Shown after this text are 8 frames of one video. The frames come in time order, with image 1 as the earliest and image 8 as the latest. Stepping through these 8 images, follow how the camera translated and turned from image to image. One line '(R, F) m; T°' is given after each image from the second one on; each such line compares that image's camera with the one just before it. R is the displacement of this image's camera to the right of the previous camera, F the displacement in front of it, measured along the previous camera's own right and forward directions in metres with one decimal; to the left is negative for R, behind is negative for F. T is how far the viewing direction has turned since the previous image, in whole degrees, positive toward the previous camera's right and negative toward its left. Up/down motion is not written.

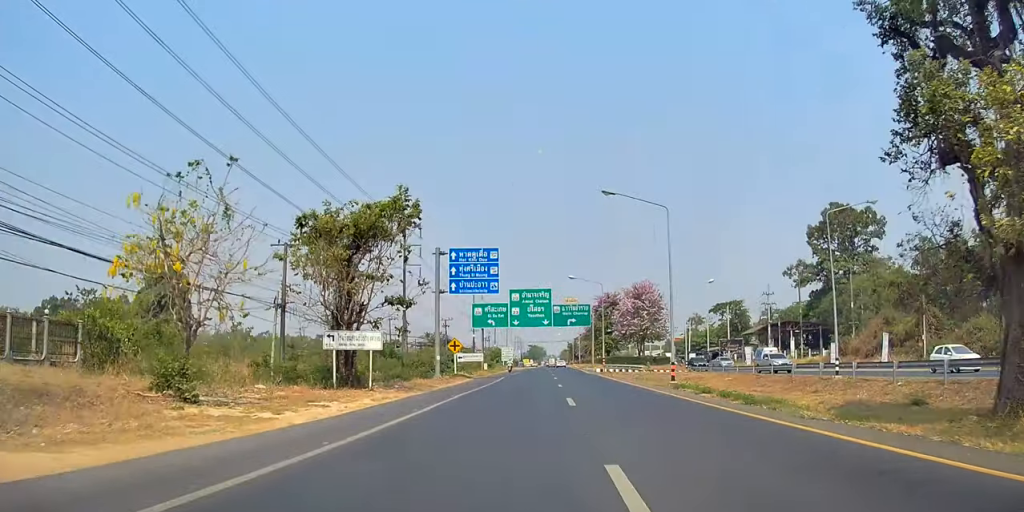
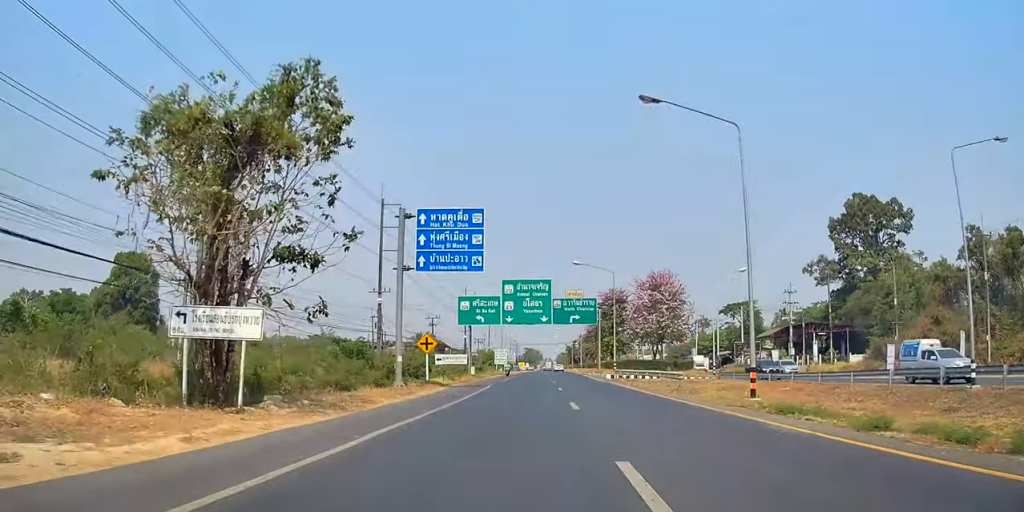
(-0.4, +12.0) m; -1°
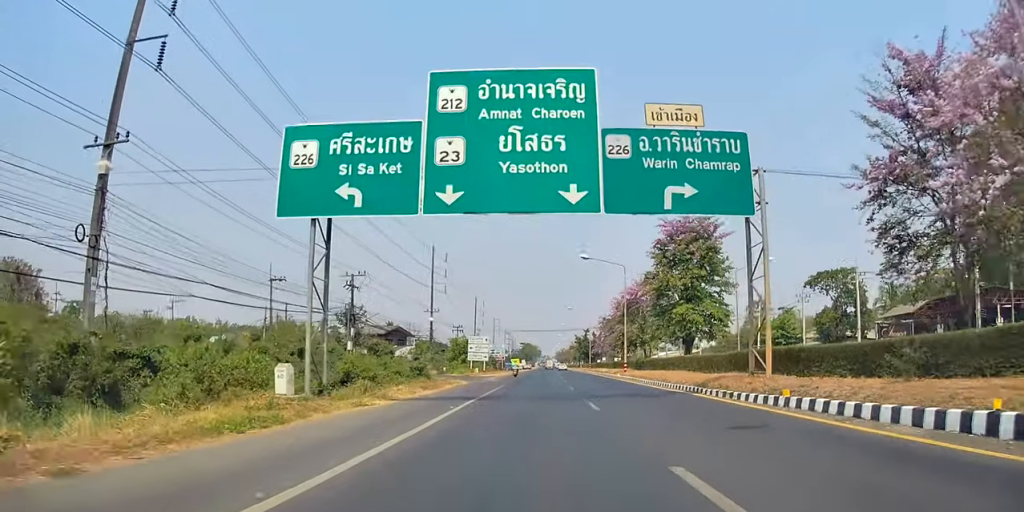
(+0.4, +49.6) m; +1°
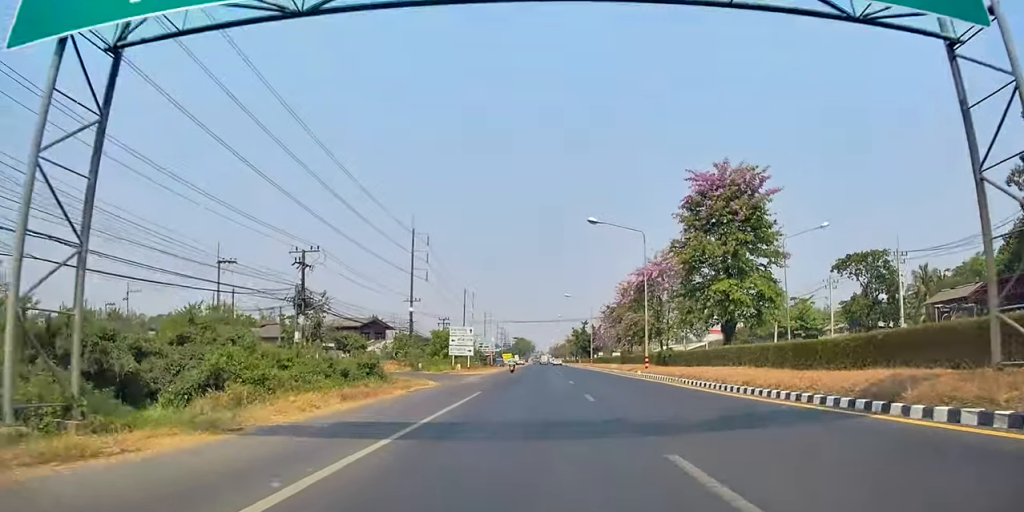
(-0.3, +12.7) m; 0°
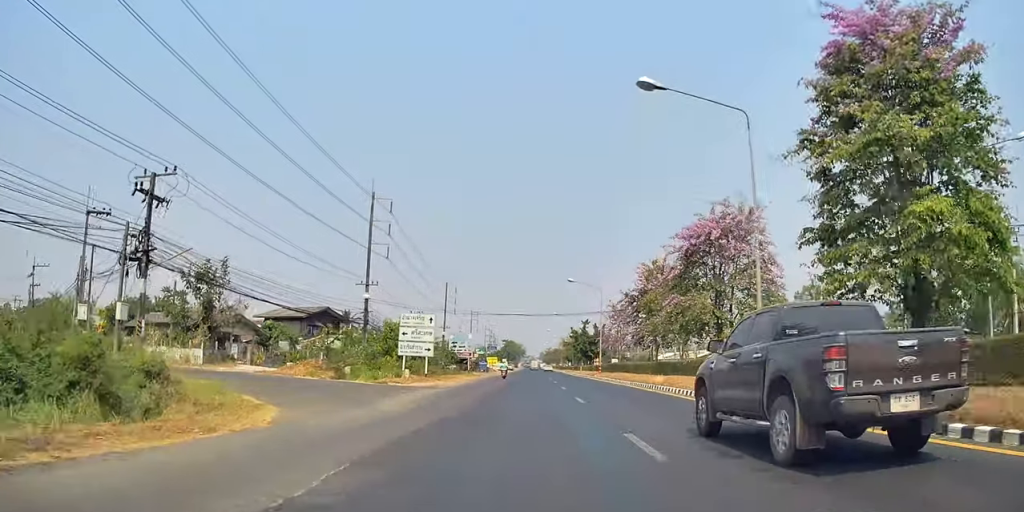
(-0.1, +21.7) m; +1°
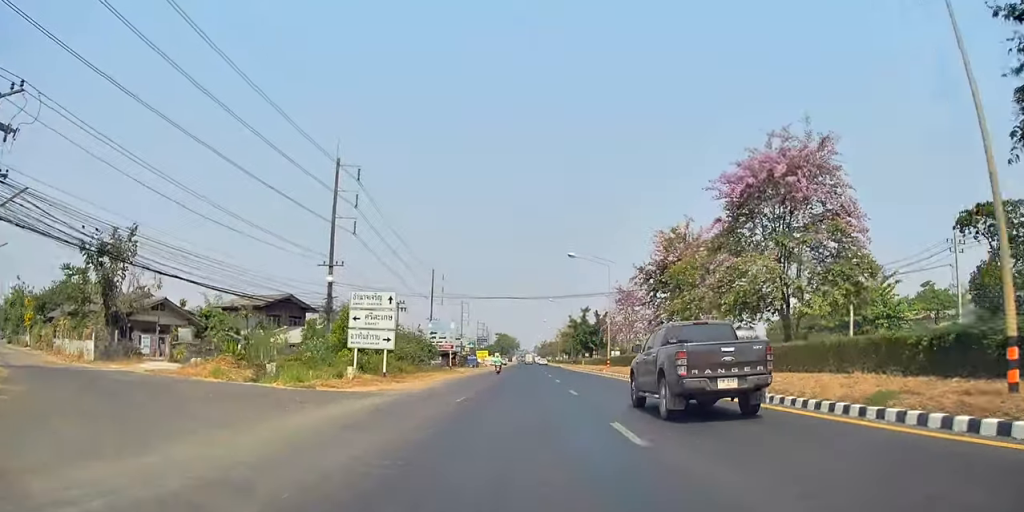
(+0.1, +11.0) m; +1°
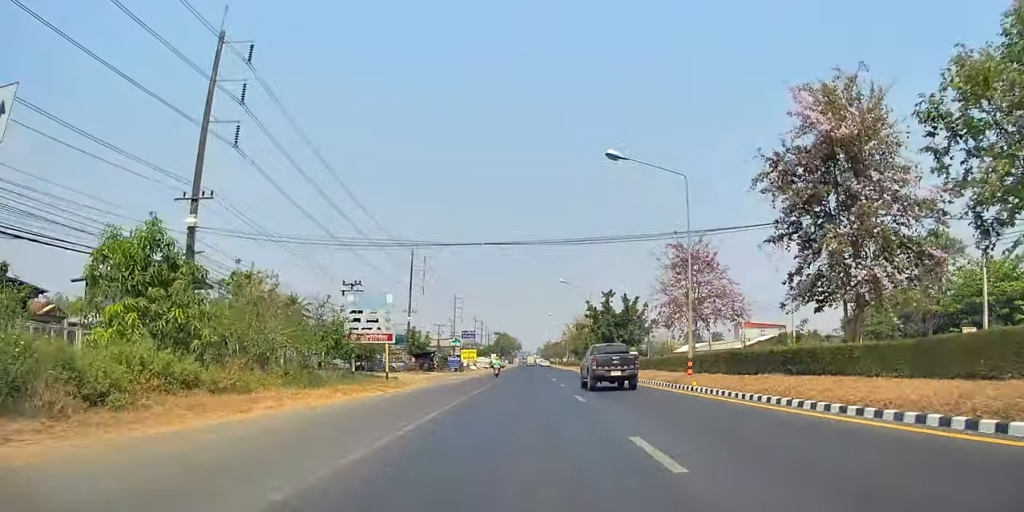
(+0.6, +26.7) m; +2°
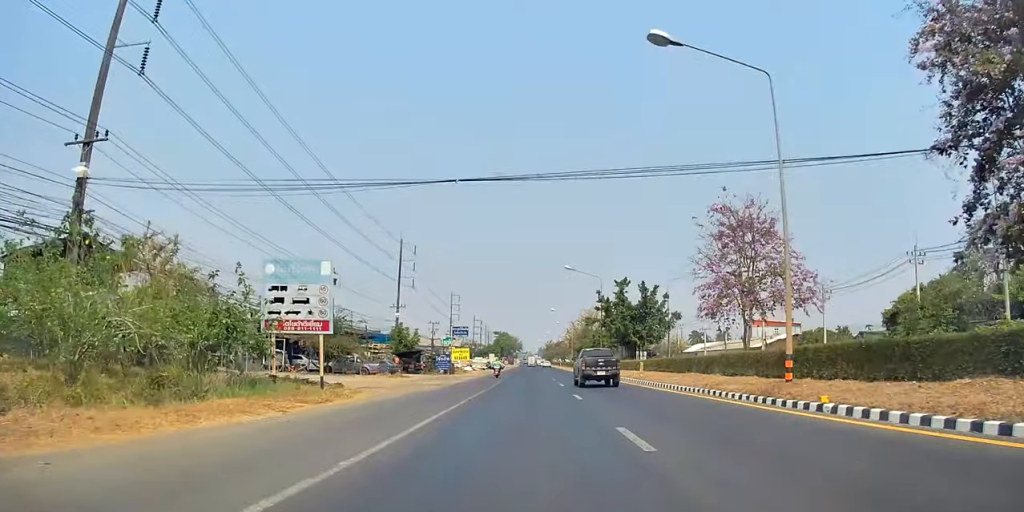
(+0.4, +10.9) m; 0°
